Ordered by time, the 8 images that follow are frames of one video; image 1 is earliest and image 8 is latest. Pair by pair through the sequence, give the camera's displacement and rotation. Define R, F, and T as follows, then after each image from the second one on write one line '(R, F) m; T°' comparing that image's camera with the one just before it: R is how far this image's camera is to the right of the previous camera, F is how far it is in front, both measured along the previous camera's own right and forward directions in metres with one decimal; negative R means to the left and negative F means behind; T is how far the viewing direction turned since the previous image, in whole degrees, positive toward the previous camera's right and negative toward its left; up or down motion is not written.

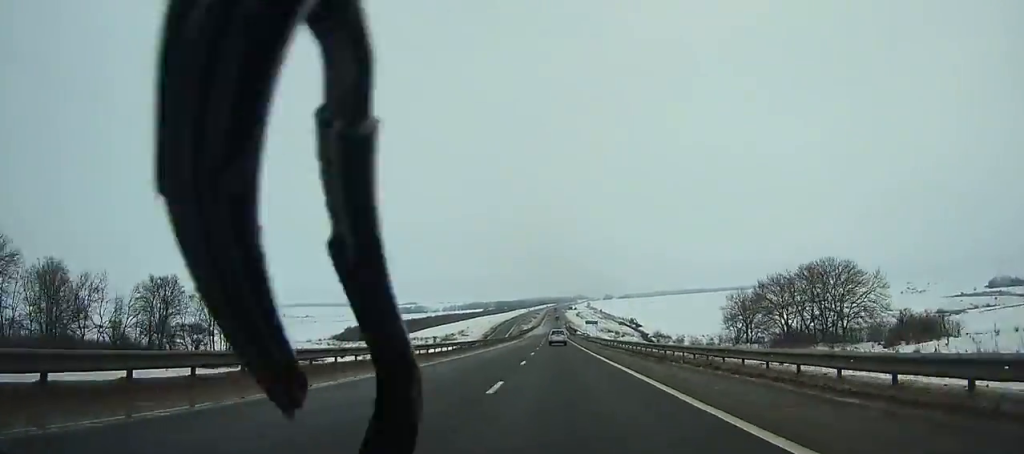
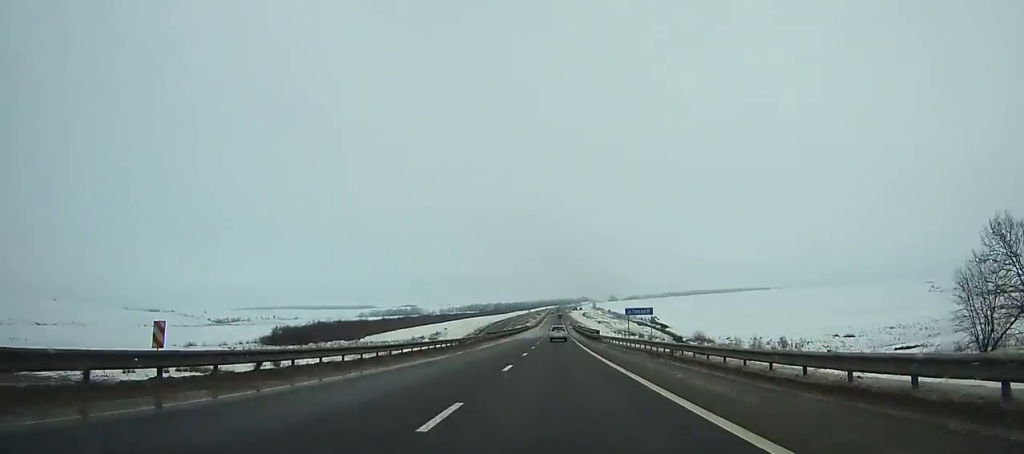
(-0.1, +64.3) m; 0°
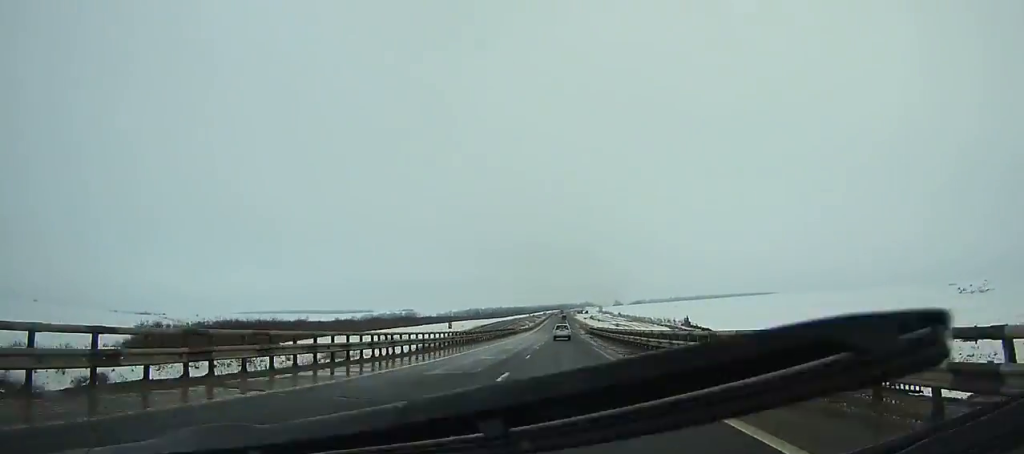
(-0.2, +64.0) m; 0°
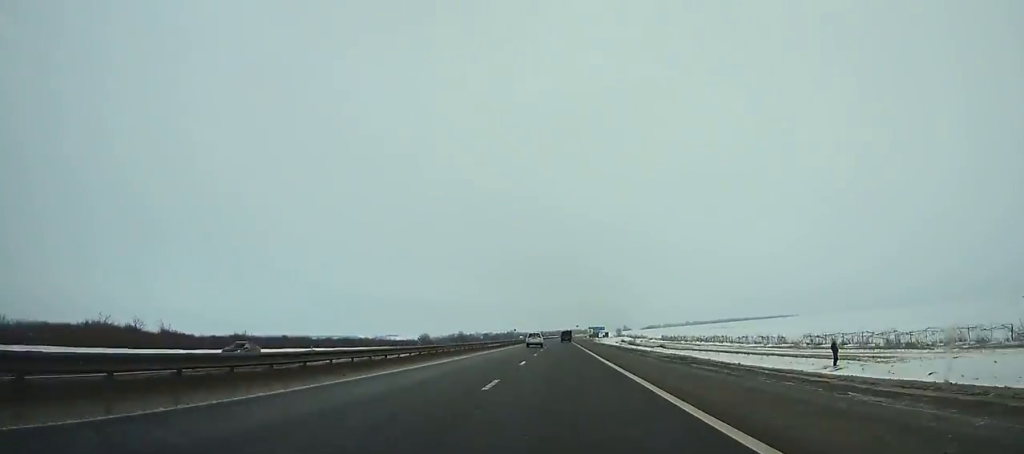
(+0.5, +216.6) m; 0°
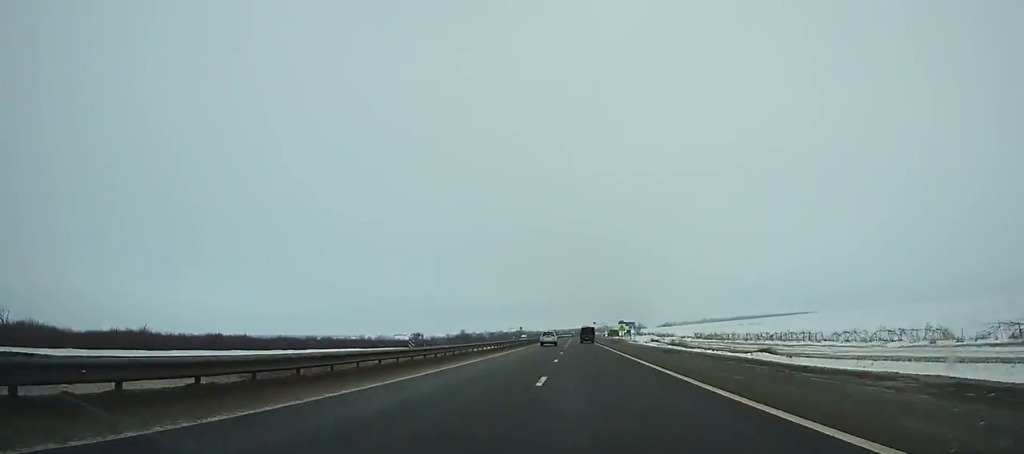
(-0.4, +47.7) m; 0°
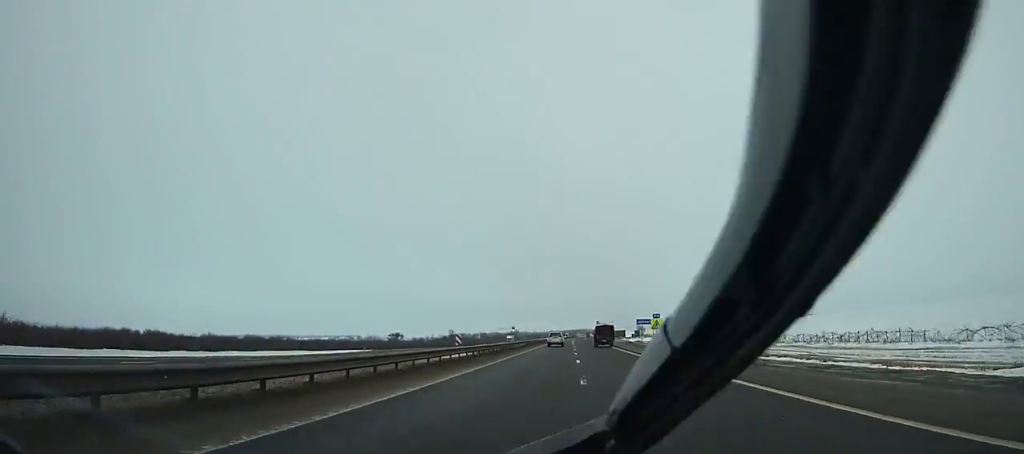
(+0.2, +35.4) m; 0°
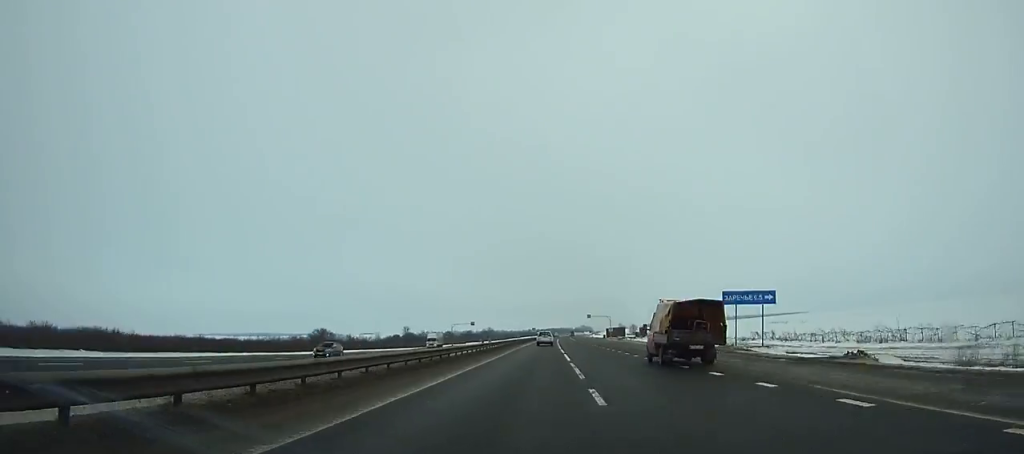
(+0.2, +64.6) m; +1°
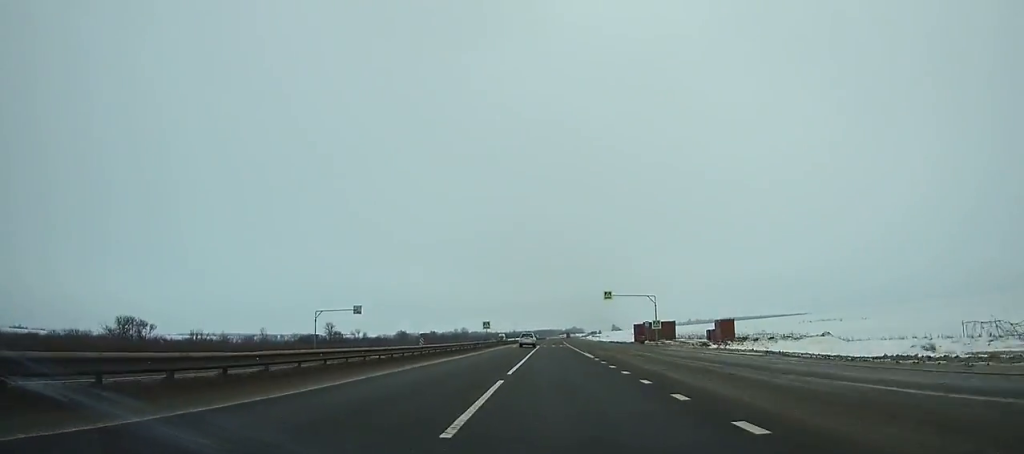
(+1.4, +92.8) m; +1°
